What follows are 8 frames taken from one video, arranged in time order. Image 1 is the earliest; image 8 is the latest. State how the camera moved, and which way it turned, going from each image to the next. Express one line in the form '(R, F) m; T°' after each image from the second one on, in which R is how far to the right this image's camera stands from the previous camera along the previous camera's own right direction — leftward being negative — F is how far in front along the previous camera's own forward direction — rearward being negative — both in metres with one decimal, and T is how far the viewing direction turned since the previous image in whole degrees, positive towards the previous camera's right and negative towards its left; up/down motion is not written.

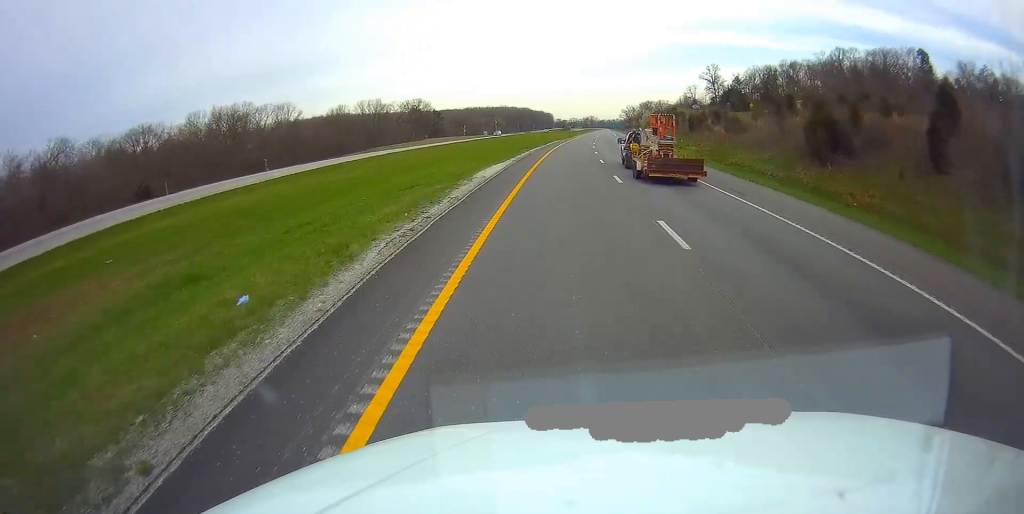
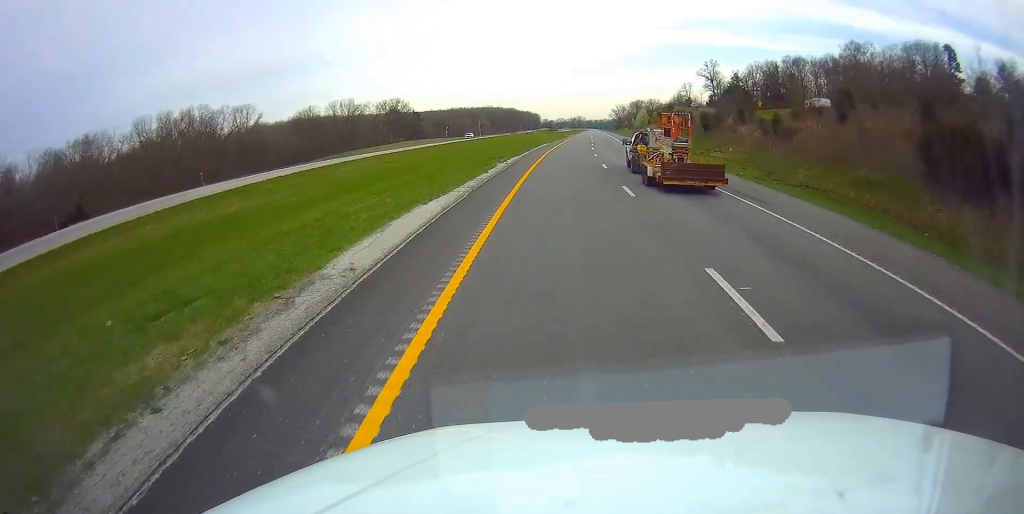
(+0.3, +16.5) m; +1°
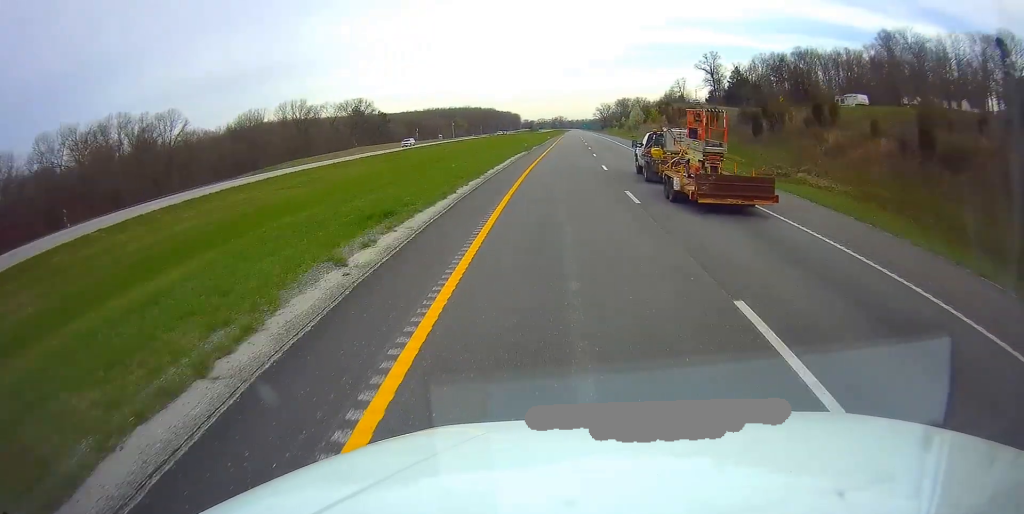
(+0.4, +25.8) m; +2°
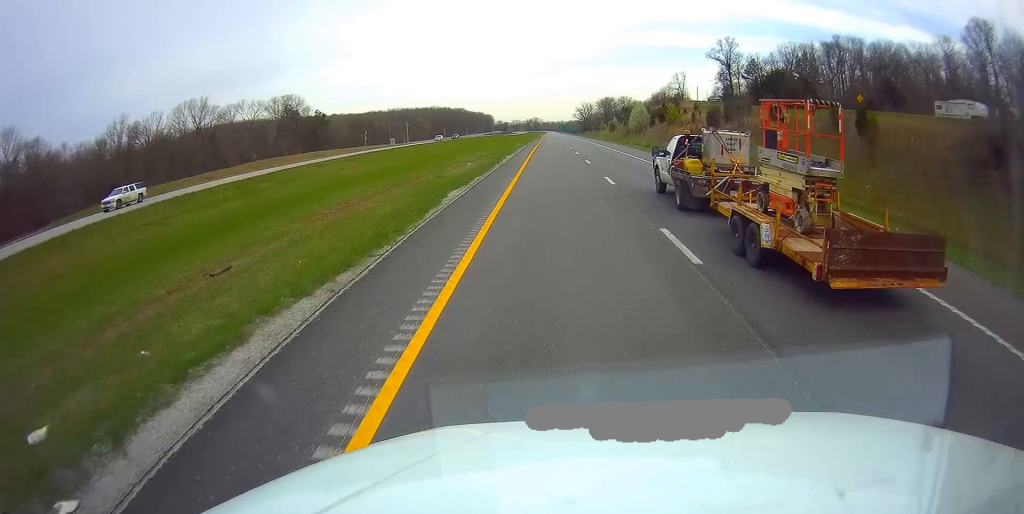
(+1.3, +43.4) m; +2°
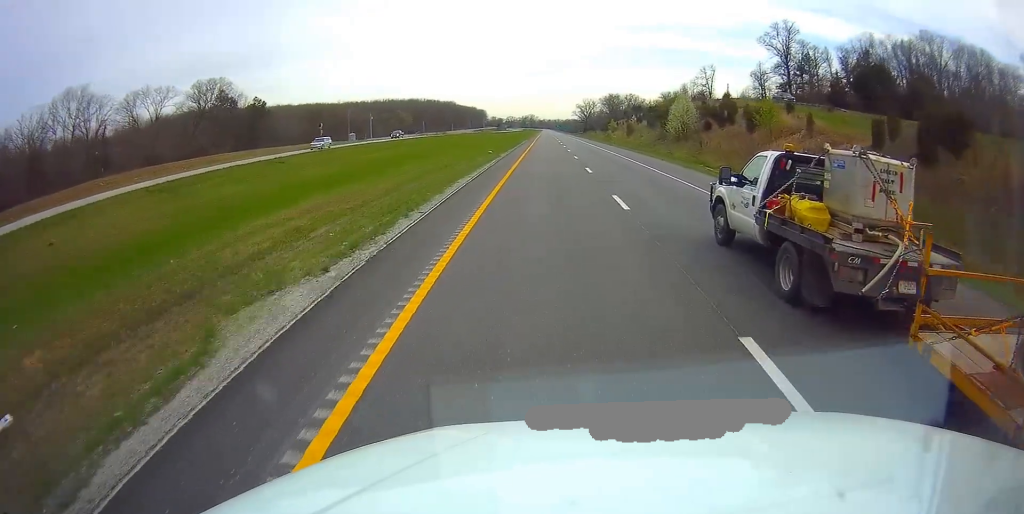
(-0.4, +42.4) m; -1°
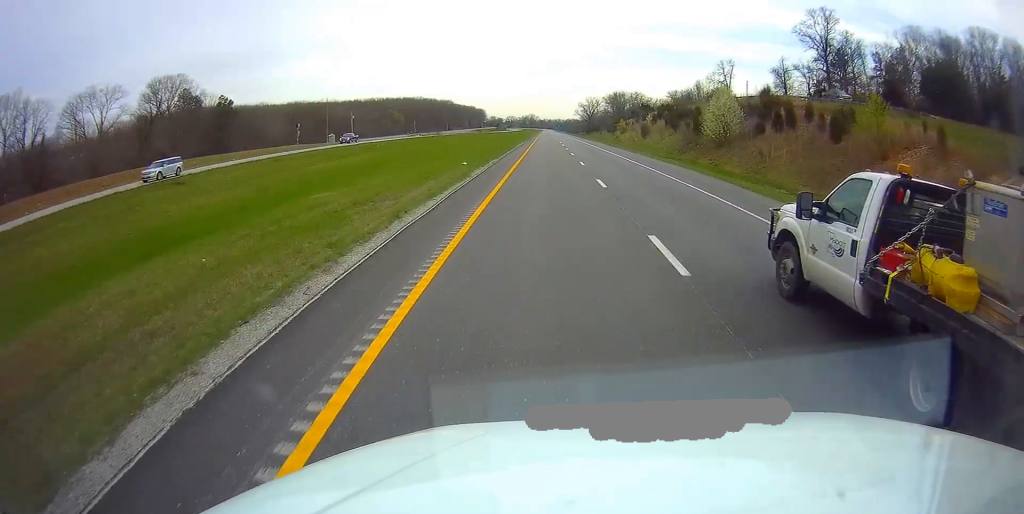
(0.0, +18.6) m; +1°
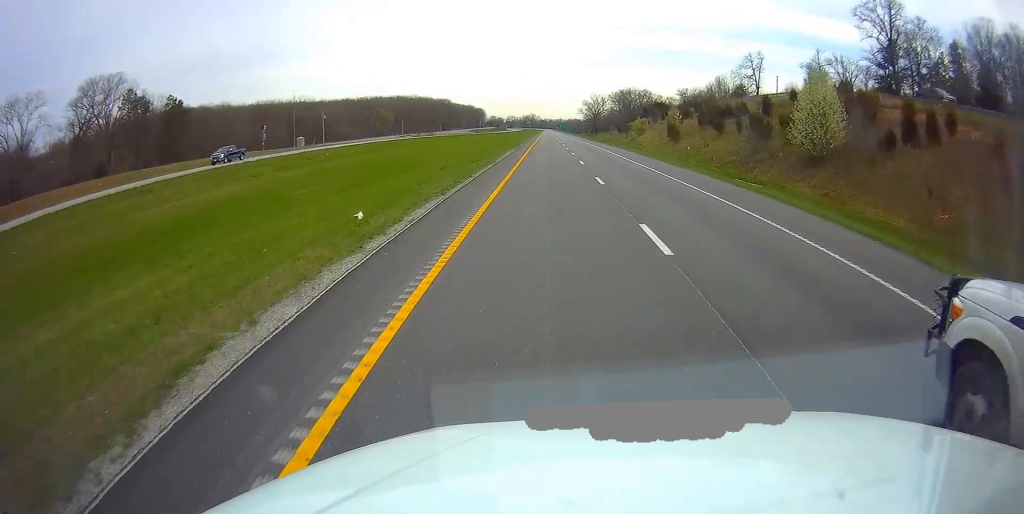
(+0.2, +22.7) m; 0°
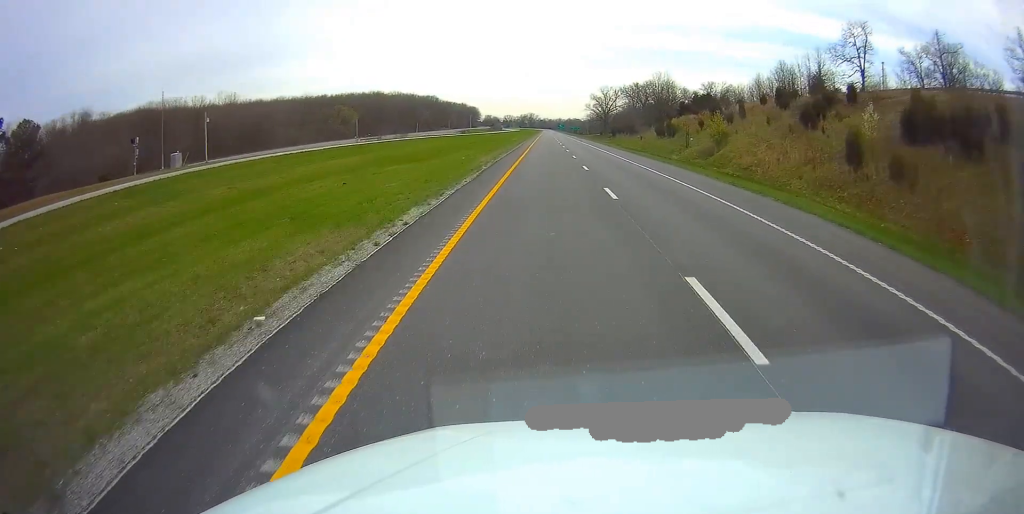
(-0.3, +53.0) m; -1°
